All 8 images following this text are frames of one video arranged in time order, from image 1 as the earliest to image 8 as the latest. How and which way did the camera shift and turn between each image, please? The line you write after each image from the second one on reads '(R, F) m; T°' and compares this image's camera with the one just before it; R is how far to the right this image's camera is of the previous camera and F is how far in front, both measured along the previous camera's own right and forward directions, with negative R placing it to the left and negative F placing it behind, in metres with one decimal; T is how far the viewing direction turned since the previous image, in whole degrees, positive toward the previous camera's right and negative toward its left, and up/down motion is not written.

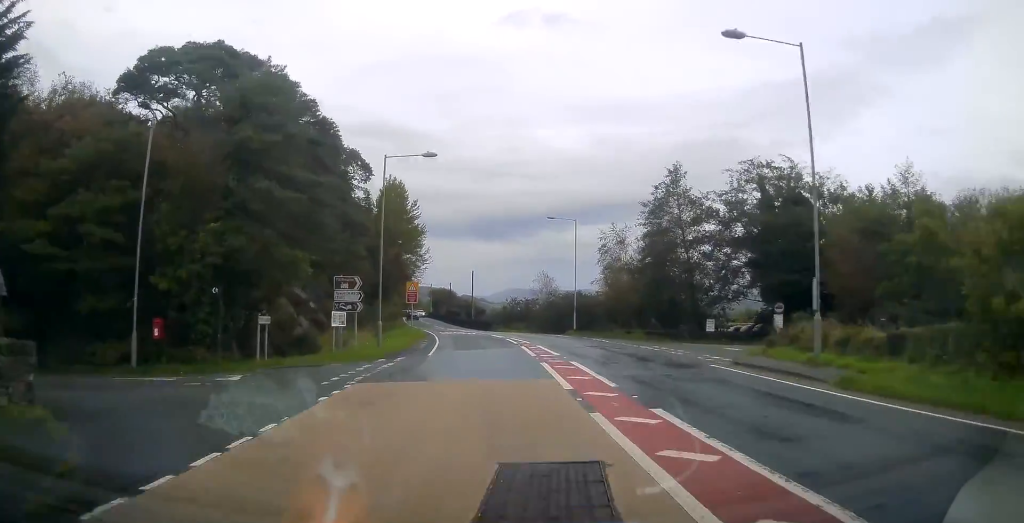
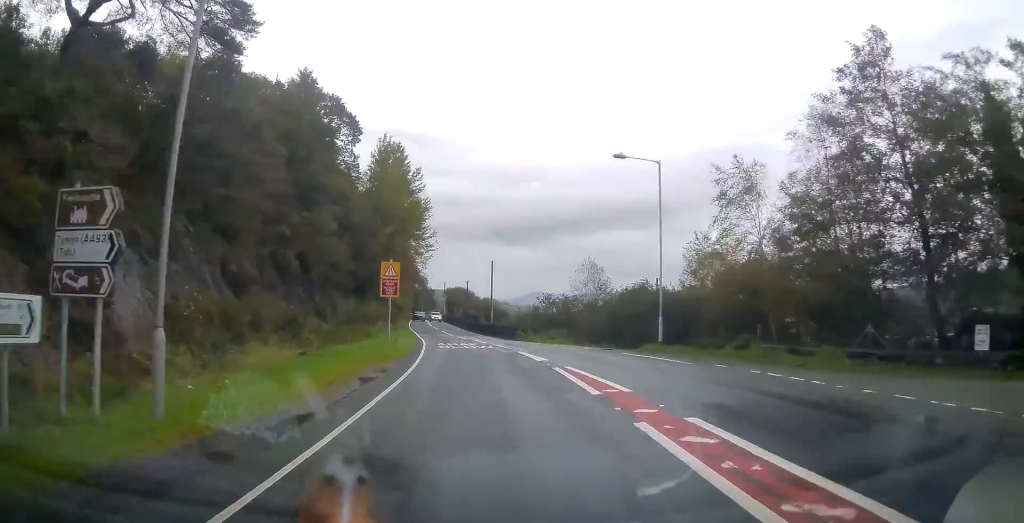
(-0.3, +18.8) m; -2°
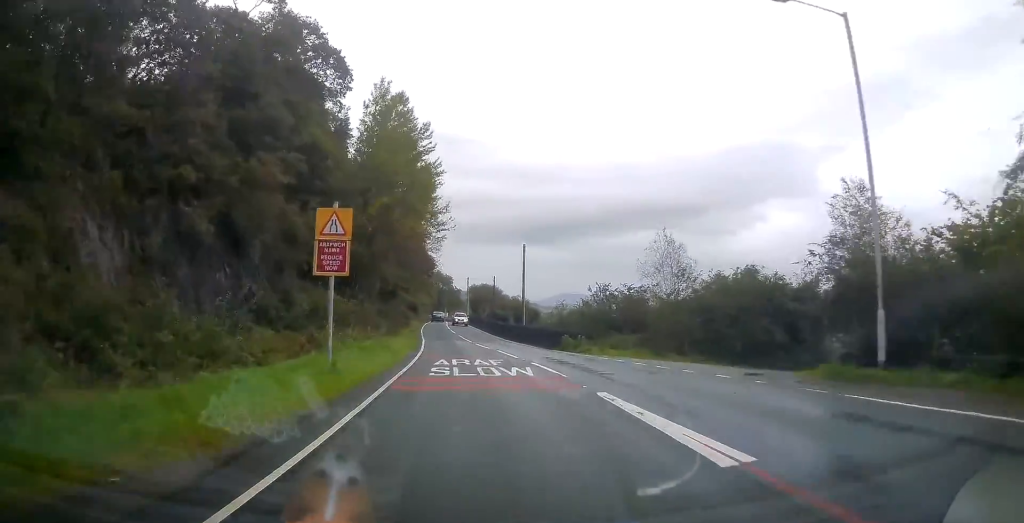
(-0.3, +14.7) m; -3°
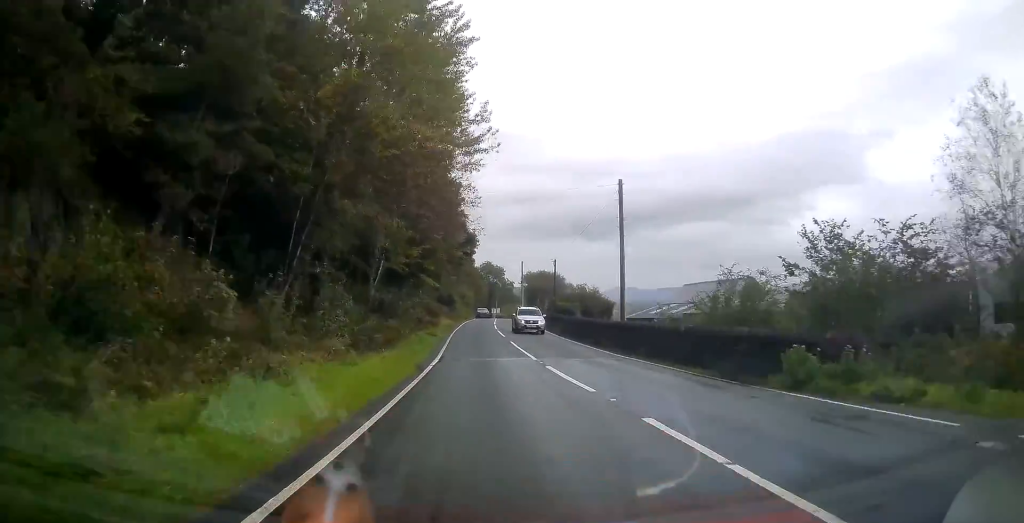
(-1.1, +21.1) m; -4°
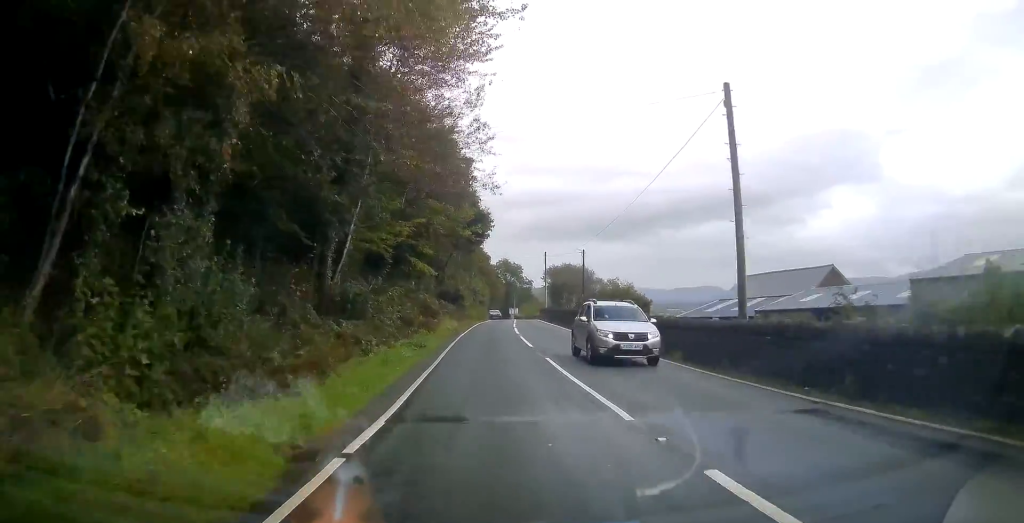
(-0.2, +11.9) m; -1°
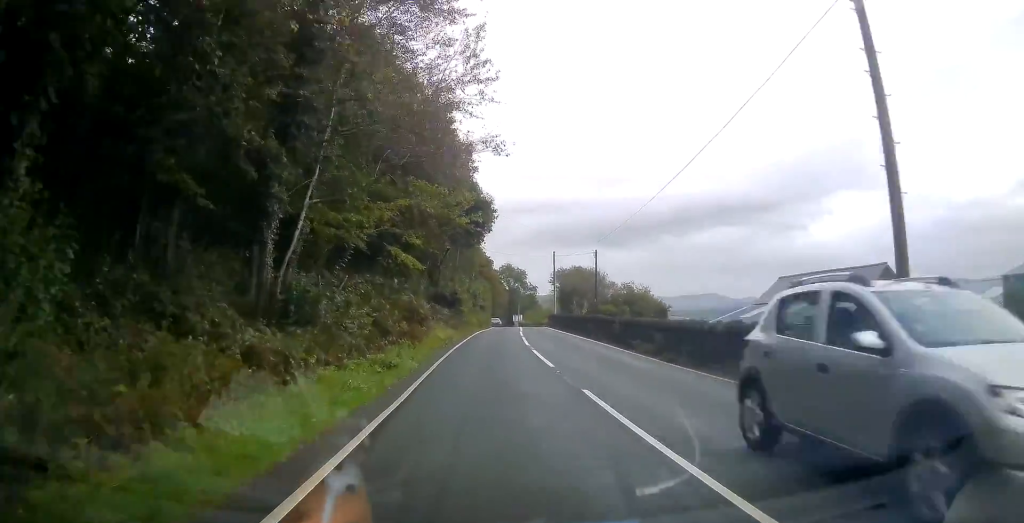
(+0.1, +6.6) m; 0°
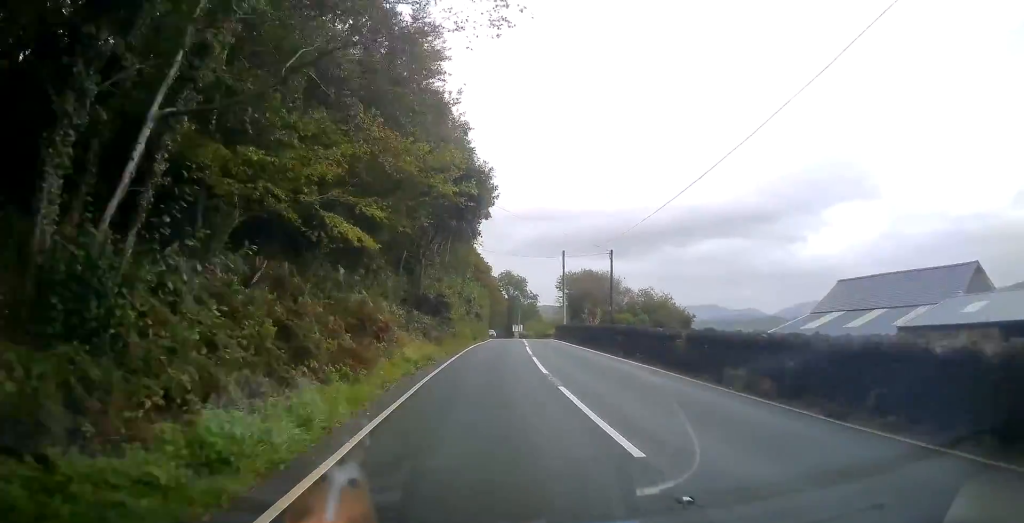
(-0.1, +9.0) m; -1°
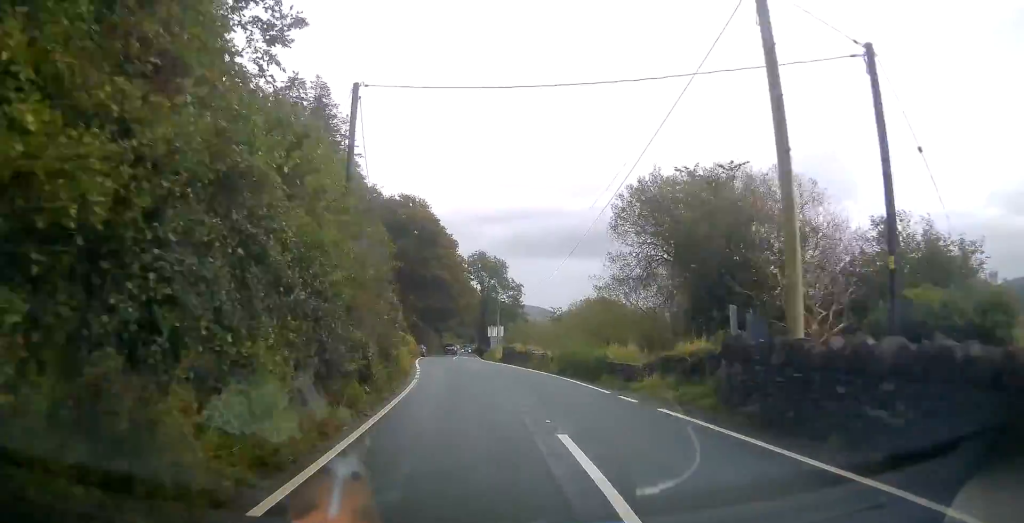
(+0.7, +41.3) m; +1°
